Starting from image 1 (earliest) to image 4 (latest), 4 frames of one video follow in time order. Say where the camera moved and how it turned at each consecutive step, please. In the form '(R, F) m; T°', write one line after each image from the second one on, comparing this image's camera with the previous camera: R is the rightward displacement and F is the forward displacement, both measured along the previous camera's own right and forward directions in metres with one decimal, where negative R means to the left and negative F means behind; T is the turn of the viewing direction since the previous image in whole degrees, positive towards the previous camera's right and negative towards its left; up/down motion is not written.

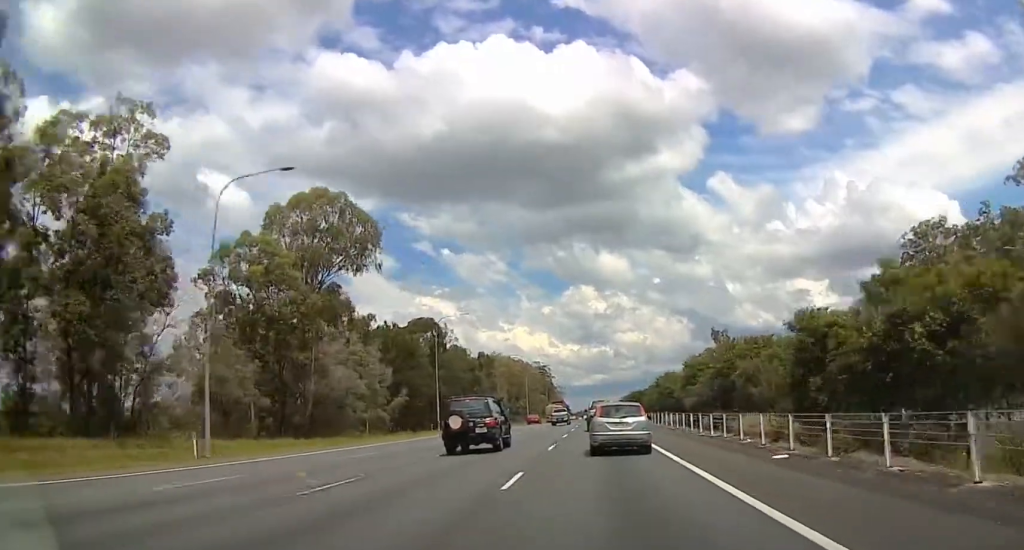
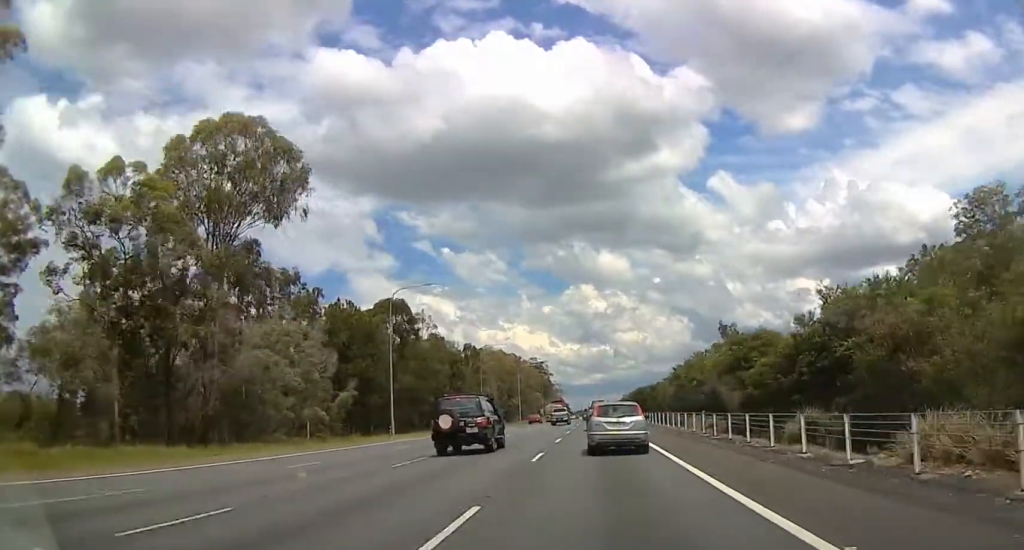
(-0.8, +16.5) m; 0°
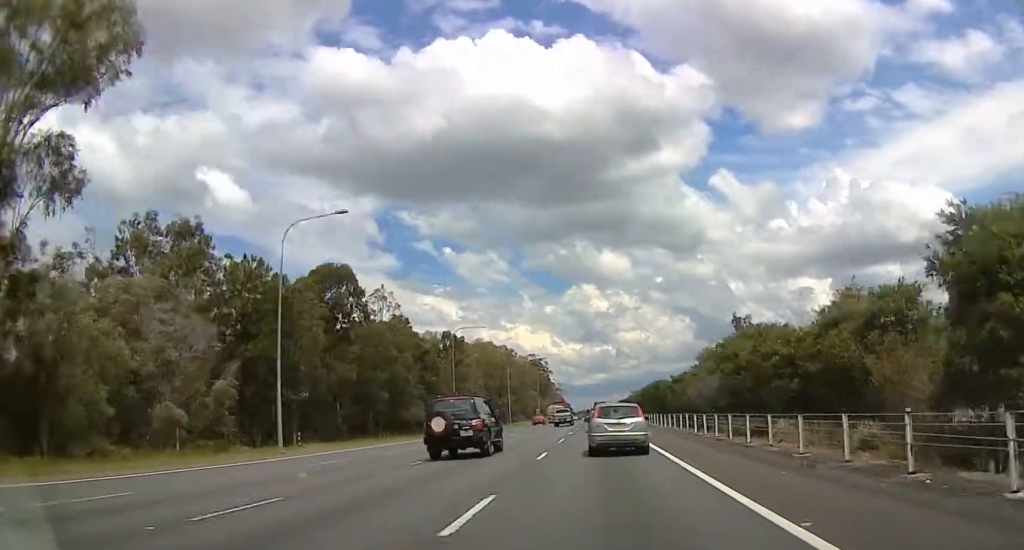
(+0.8, +20.6) m; 0°
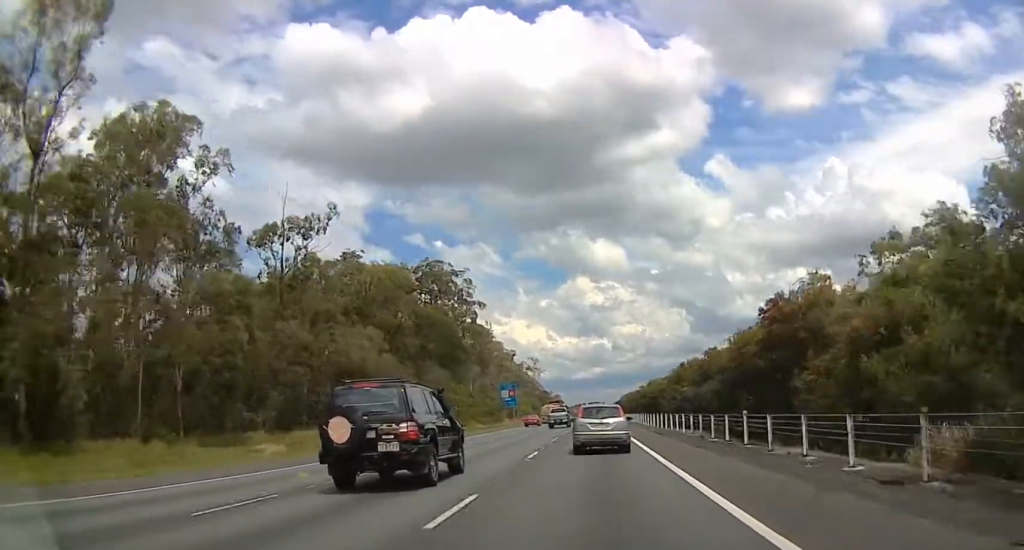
(+2.4, +185.7) m; 0°
